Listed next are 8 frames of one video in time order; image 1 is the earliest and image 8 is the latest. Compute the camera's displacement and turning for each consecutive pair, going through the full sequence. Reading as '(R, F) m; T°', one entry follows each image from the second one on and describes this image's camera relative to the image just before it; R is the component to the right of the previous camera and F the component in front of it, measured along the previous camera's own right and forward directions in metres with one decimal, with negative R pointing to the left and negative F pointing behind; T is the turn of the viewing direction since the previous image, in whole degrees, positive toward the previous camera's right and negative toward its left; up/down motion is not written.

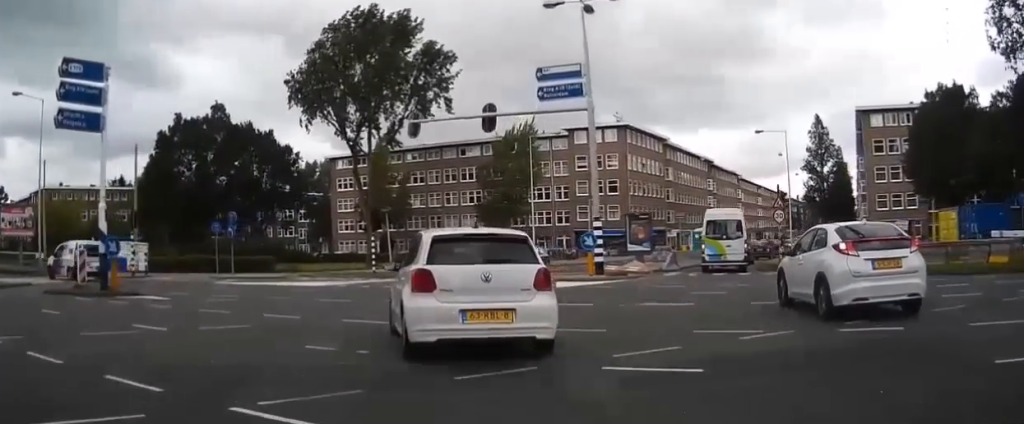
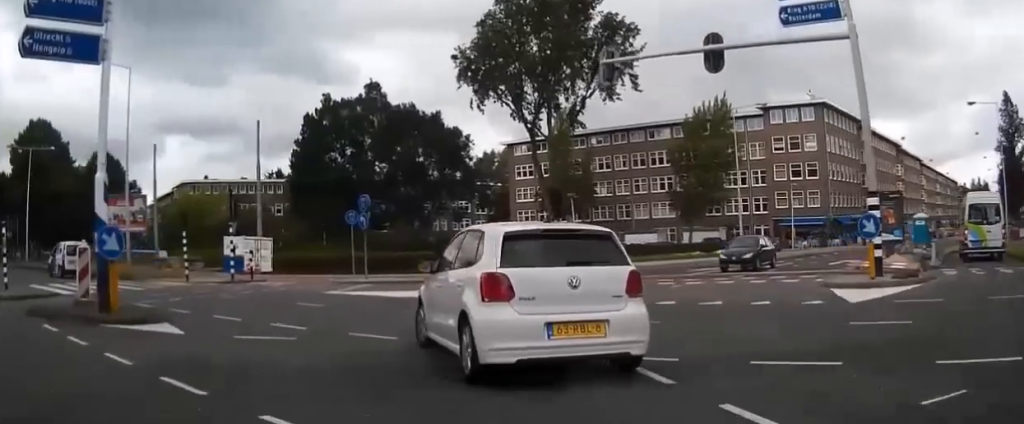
(-1.2, +9.4) m; -18°
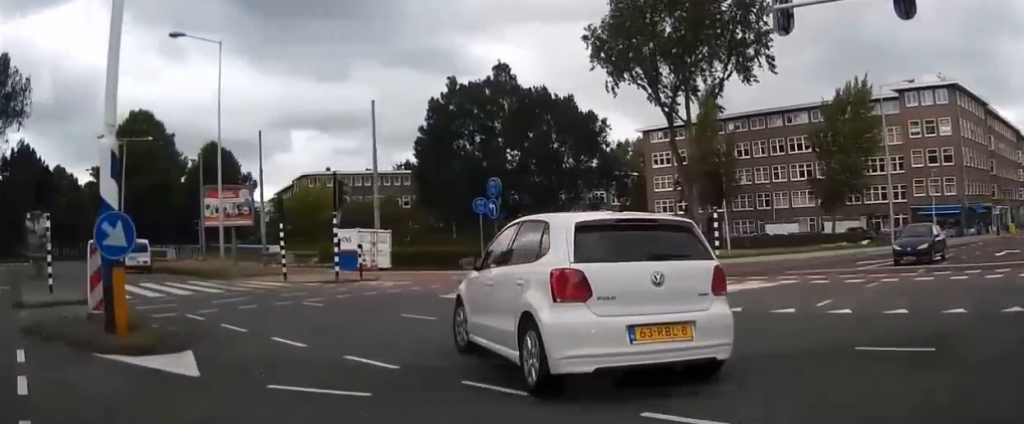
(+0.1, +4.6) m; -10°
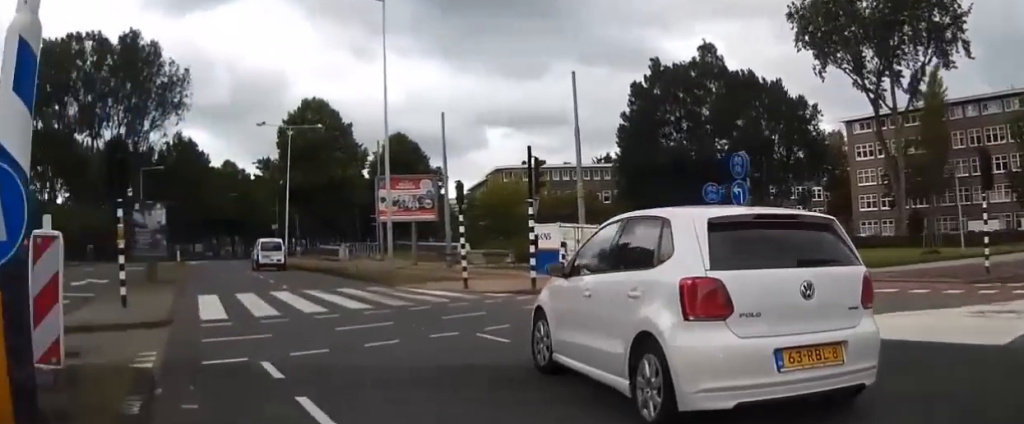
(-1.1, +6.0) m; -11°
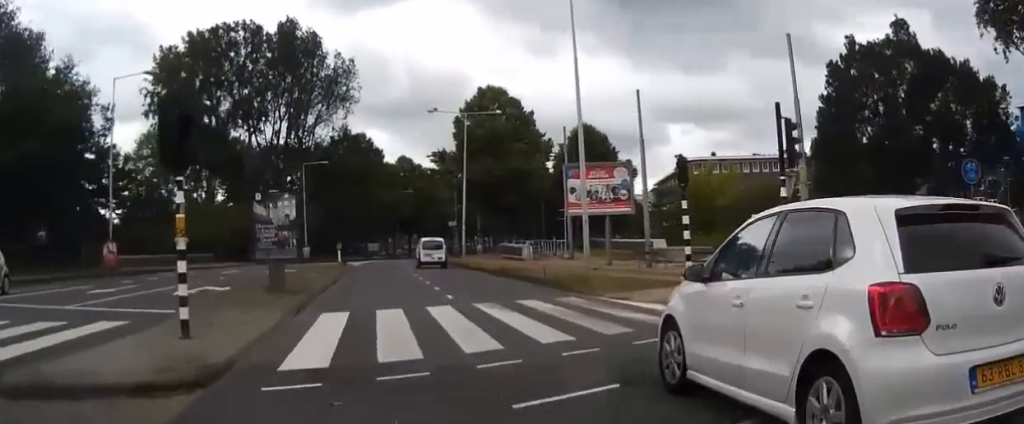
(-0.4, +5.3) m; -7°
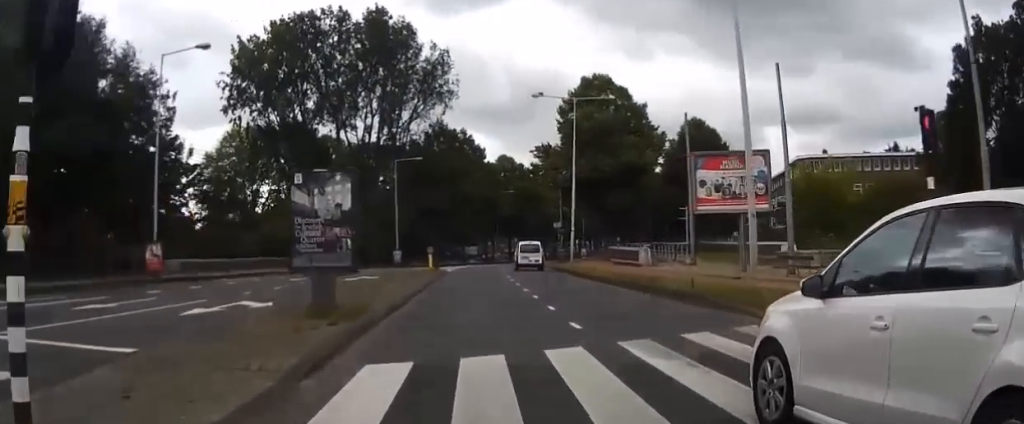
(-0.4, +5.2) m; -4°
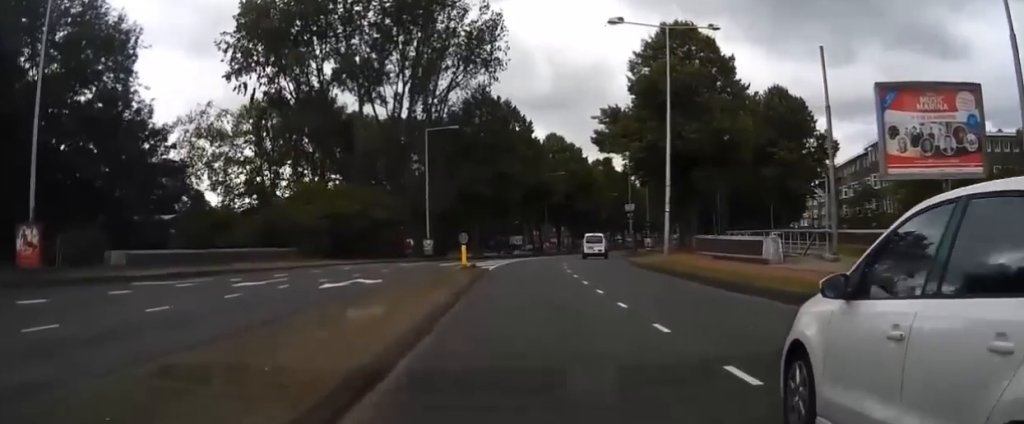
(-0.1, +11.9) m; +2°
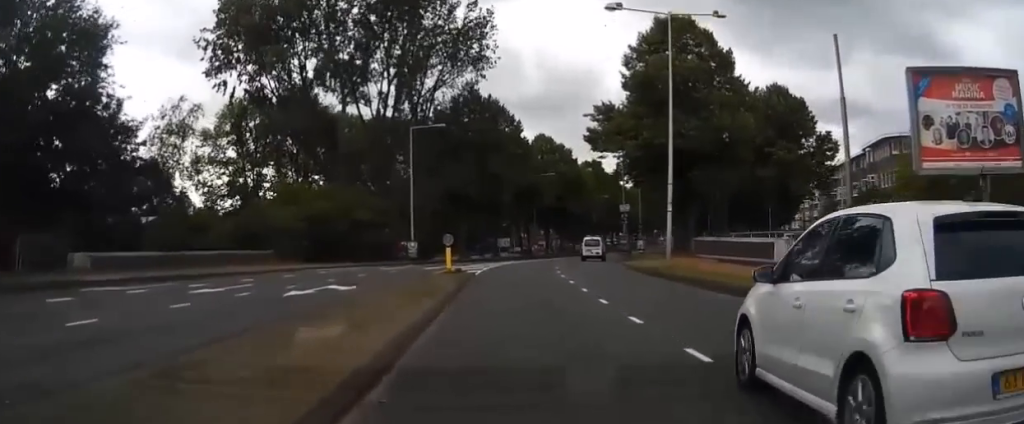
(+0.1, +3.3) m; +1°
